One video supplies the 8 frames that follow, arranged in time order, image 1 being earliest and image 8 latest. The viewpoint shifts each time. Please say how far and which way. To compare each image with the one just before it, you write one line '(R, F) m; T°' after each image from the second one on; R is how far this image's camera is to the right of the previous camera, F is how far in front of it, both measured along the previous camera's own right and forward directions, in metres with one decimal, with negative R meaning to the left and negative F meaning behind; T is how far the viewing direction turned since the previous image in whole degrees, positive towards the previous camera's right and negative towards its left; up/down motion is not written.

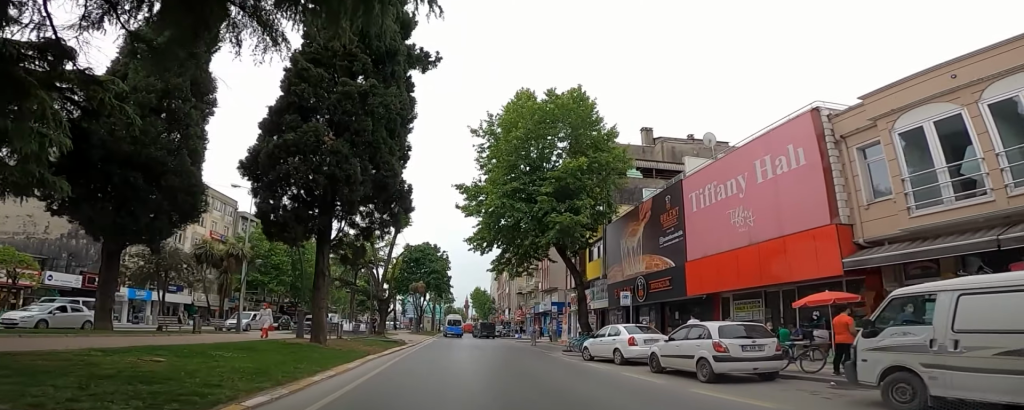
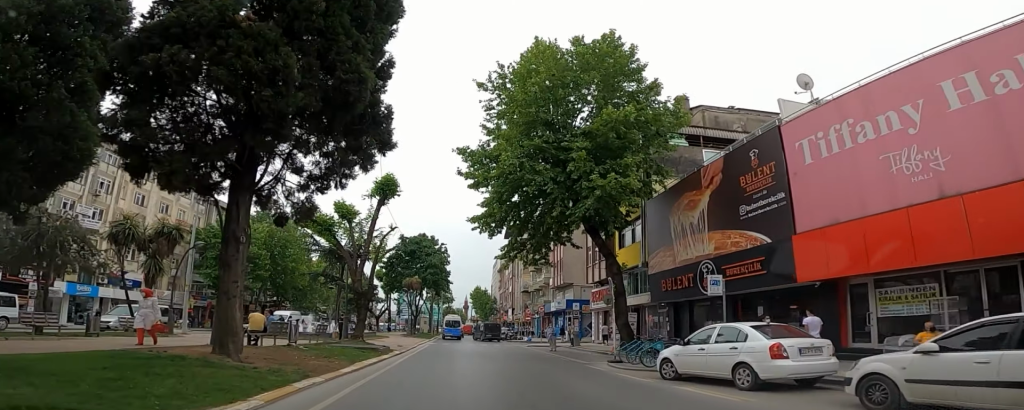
(+0.6, +1.2) m; -7°
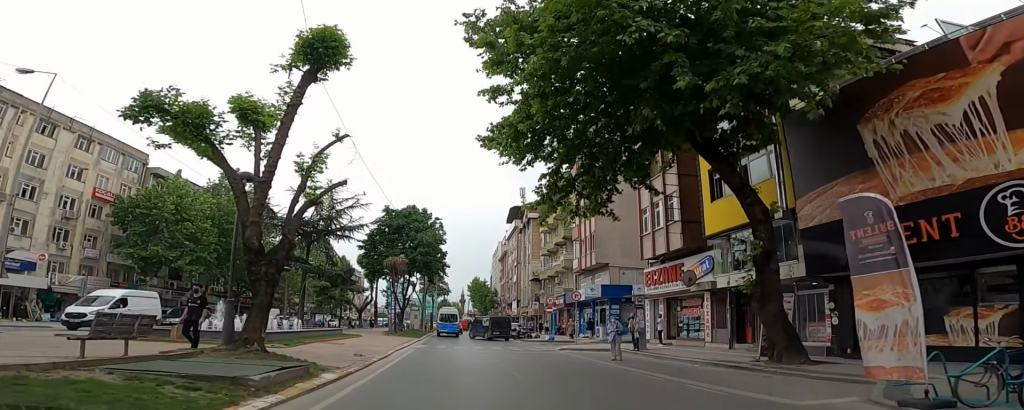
(-0.8, +2.2) m; +6°
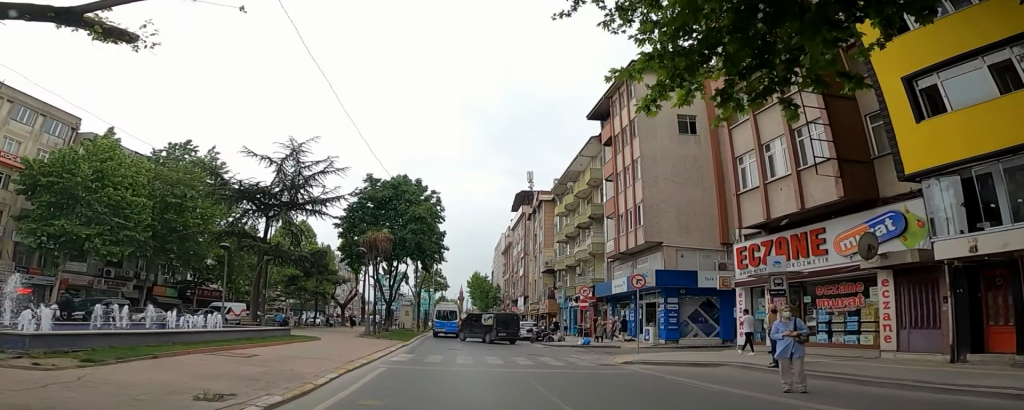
(+0.6, +2.0) m; +8°
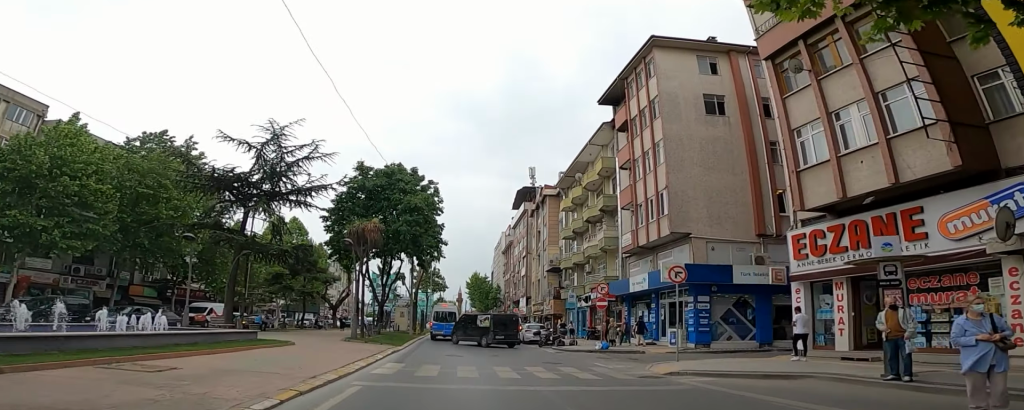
(0.0, +0.9) m; -7°
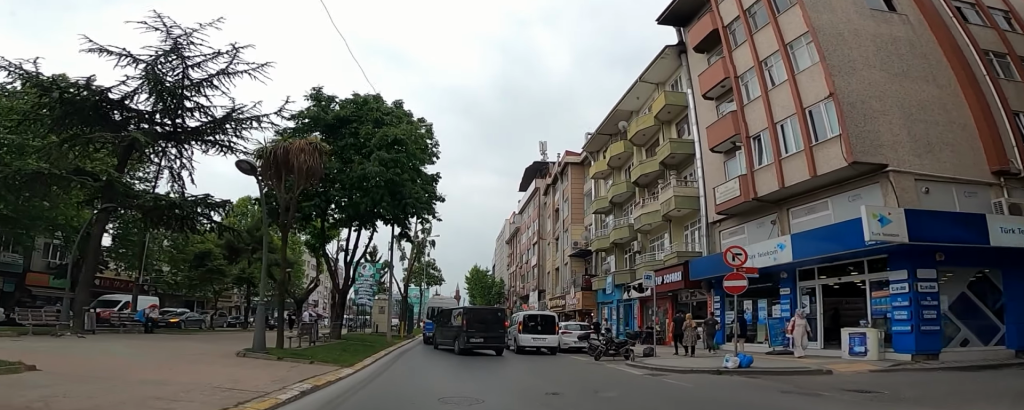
(-0.6, +4.6) m; -13°
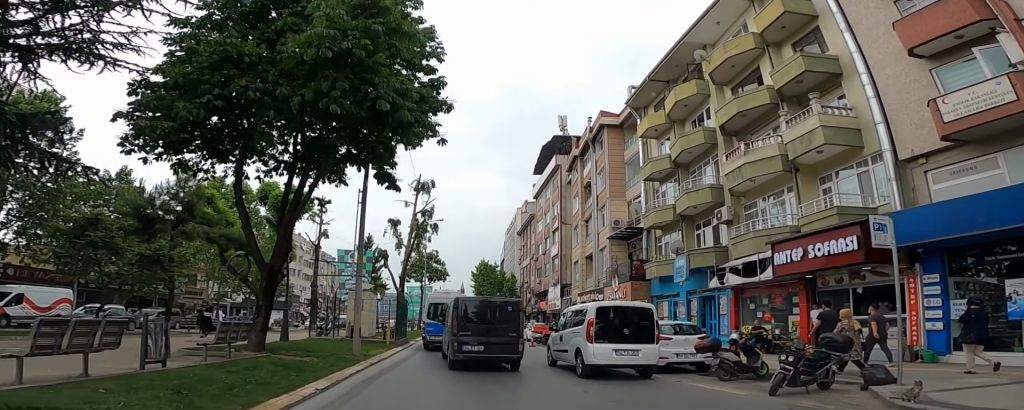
(-0.8, +6.9) m; -5°
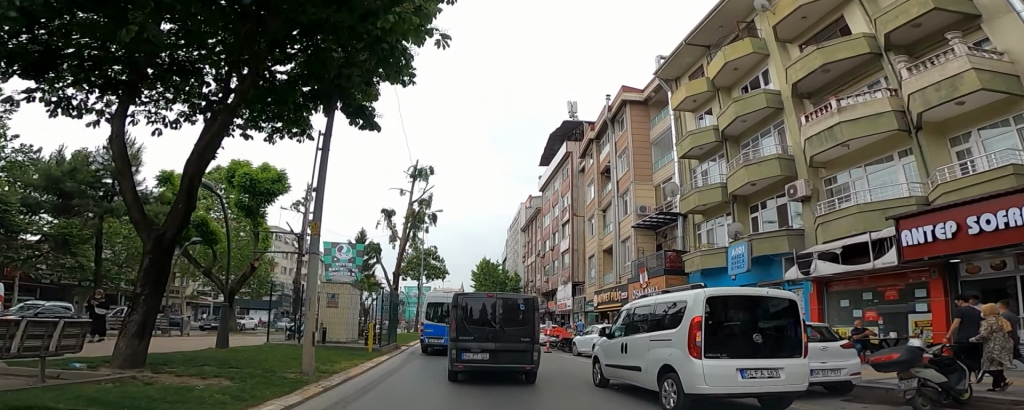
(+0.5, +5.9) m; -1°
